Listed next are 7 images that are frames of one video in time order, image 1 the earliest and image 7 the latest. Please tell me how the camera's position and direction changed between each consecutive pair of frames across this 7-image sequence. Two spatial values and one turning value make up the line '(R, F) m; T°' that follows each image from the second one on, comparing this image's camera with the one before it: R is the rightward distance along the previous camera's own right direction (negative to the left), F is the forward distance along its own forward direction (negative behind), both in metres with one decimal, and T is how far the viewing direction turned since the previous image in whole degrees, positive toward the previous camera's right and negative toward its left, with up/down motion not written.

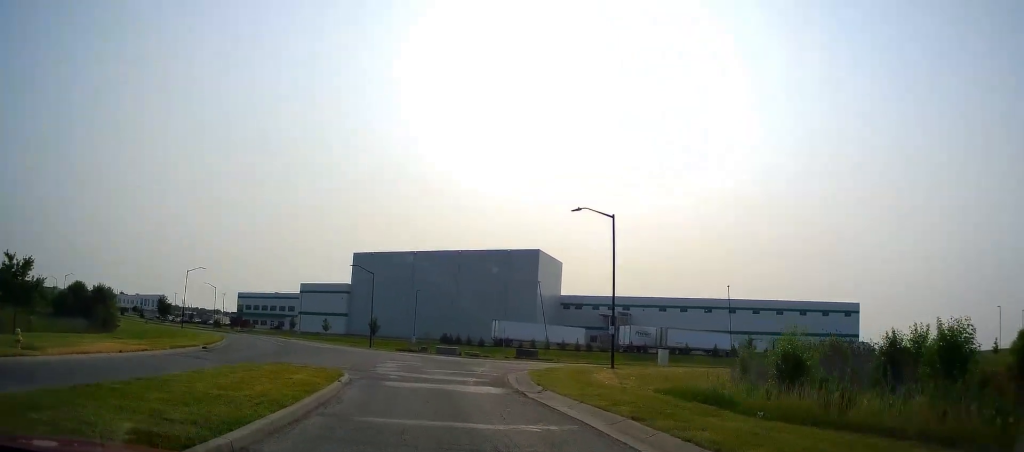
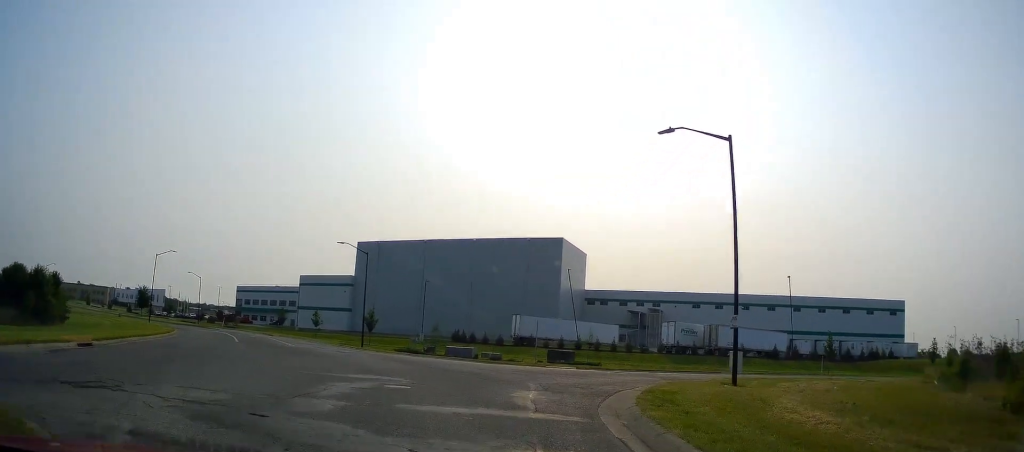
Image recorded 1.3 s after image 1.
(-0.2, +13.9) m; -3°
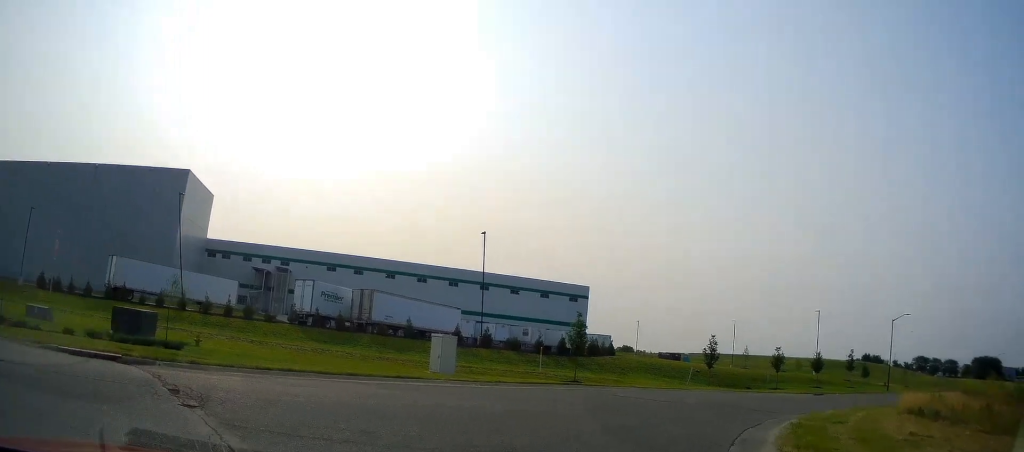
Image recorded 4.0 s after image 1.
(+5.3, +20.8) m; +34°
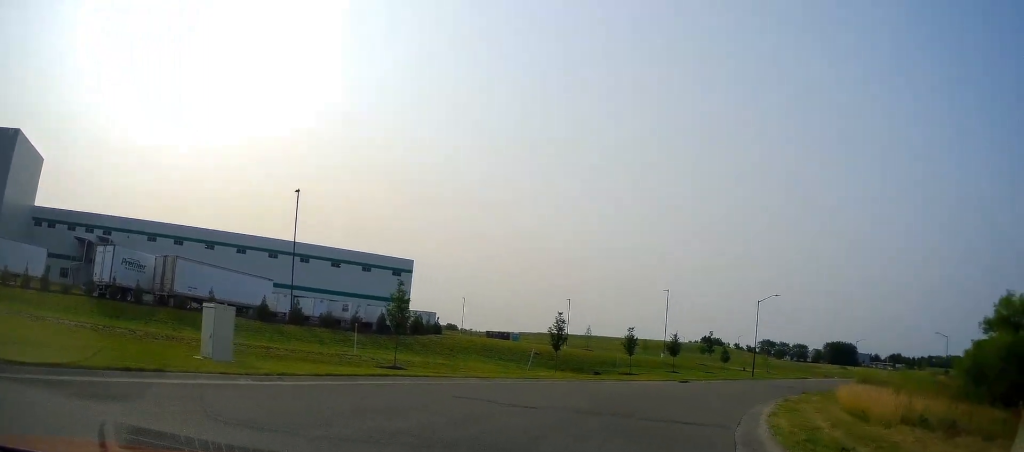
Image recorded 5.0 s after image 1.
(+0.6, +6.3) m; +16°
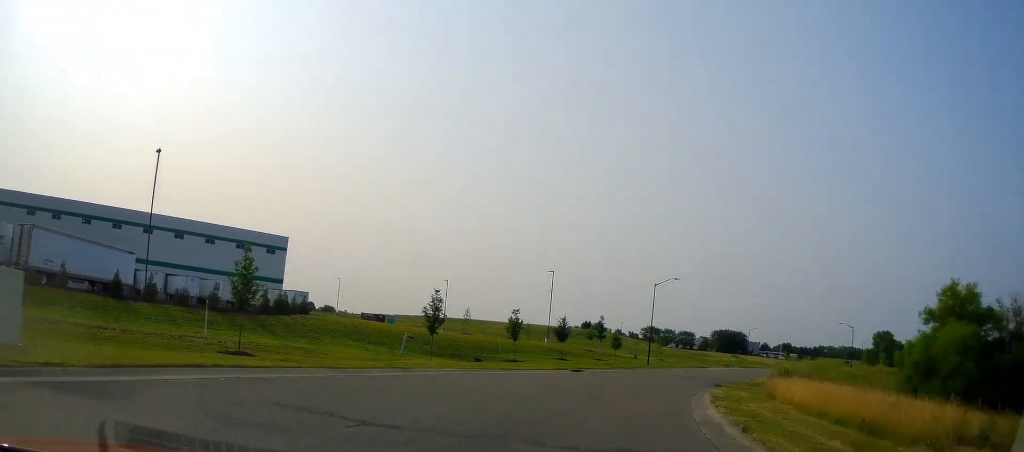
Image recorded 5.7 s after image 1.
(+0.6, +4.5) m; +13°
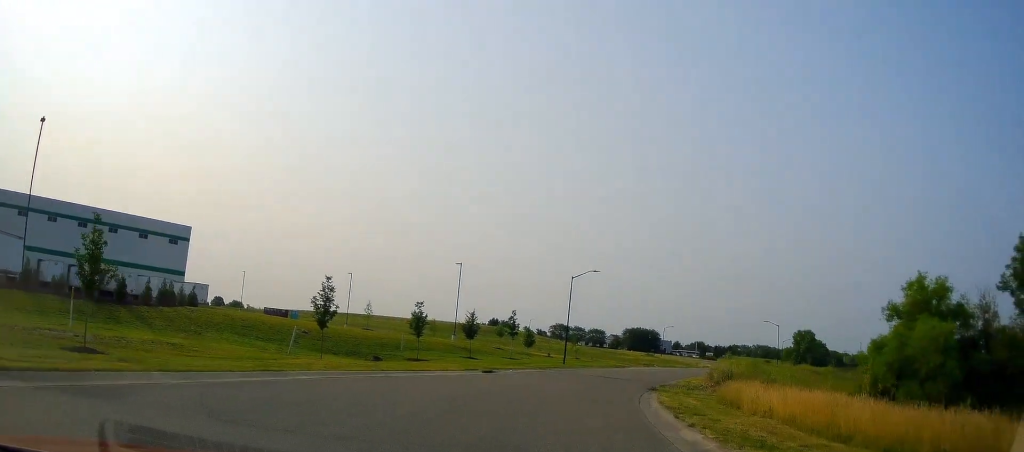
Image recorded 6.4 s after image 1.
(+0.4, +4.4) m; +10°
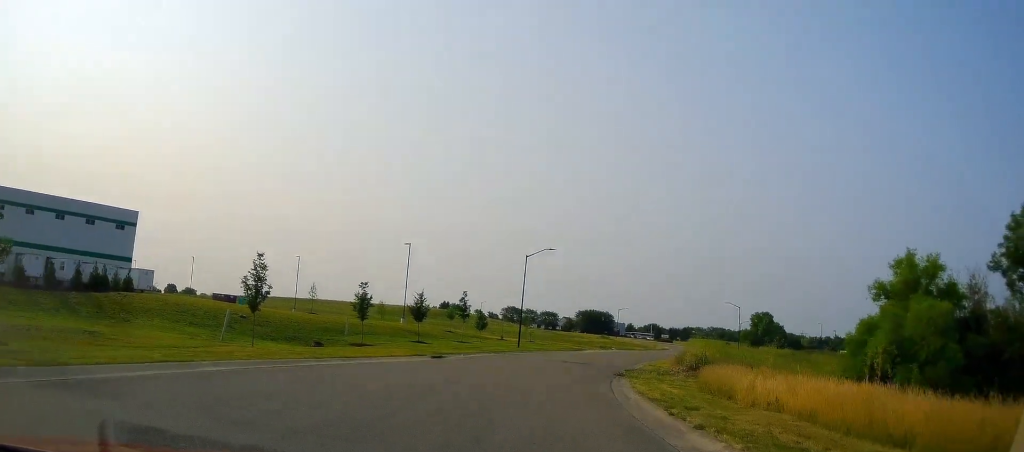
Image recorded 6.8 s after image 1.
(+0.3, +3.1) m; +5°
